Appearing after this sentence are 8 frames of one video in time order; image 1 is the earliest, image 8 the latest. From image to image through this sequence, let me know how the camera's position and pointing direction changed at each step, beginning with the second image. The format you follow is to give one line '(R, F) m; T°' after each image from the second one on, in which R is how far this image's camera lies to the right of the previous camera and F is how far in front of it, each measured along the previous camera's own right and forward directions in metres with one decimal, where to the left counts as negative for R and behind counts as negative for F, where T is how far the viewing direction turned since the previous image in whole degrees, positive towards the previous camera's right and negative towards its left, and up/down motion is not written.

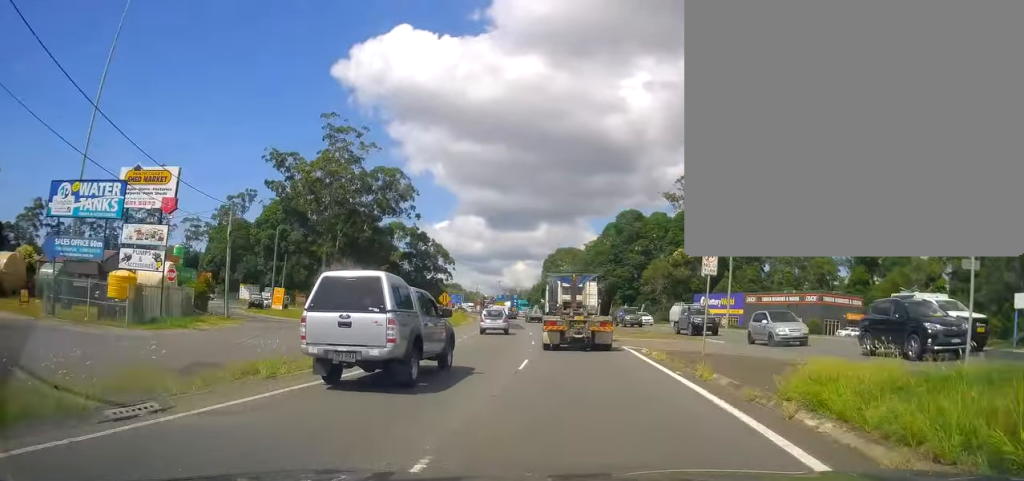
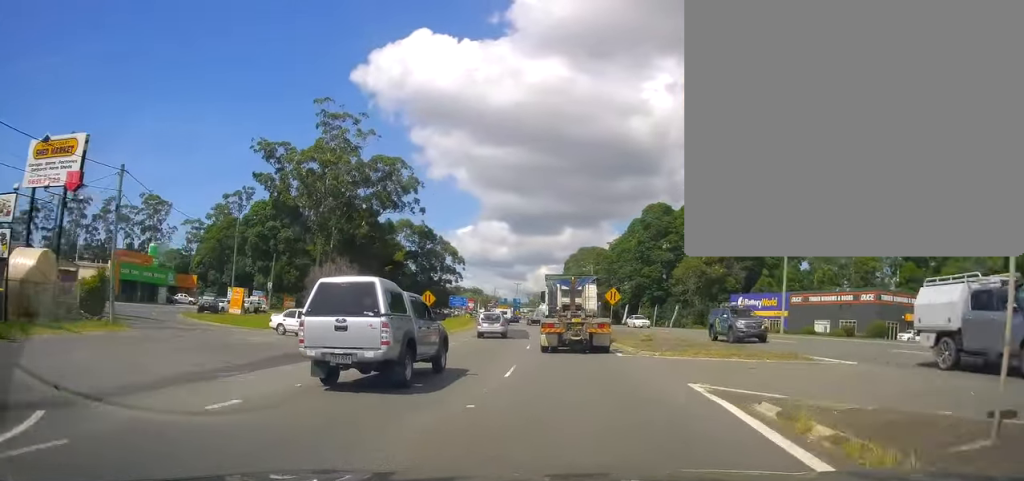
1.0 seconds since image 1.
(-0.4, +12.7) m; -1°
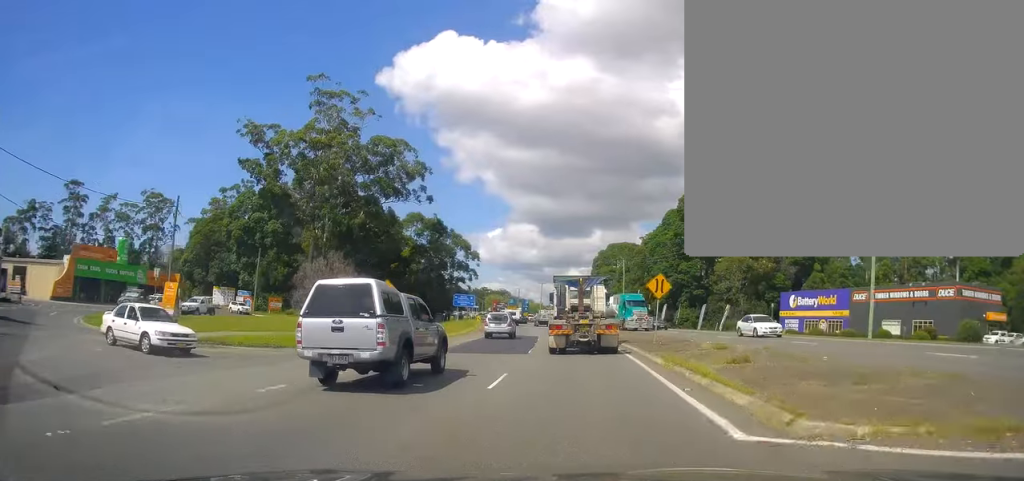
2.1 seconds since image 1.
(+0.1, +14.0) m; -2°
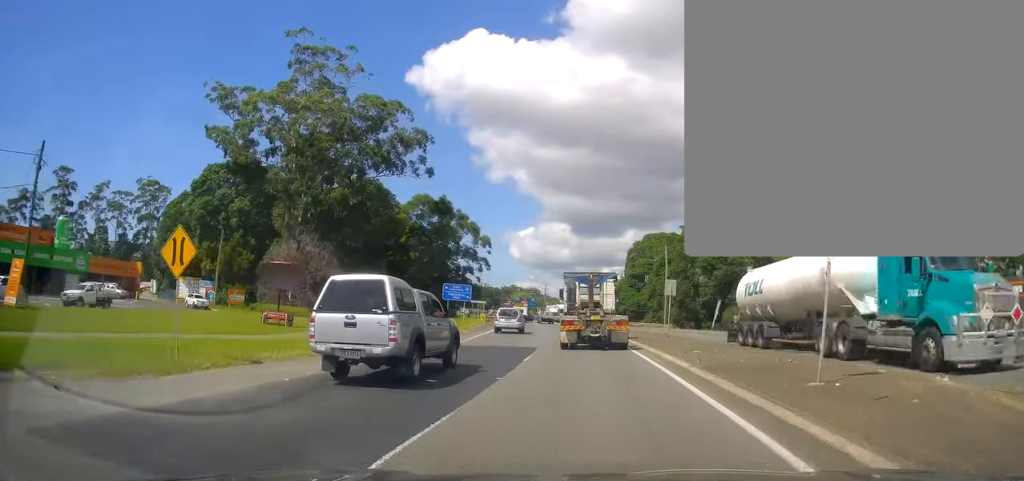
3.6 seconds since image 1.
(-1.0, +18.5) m; -4°
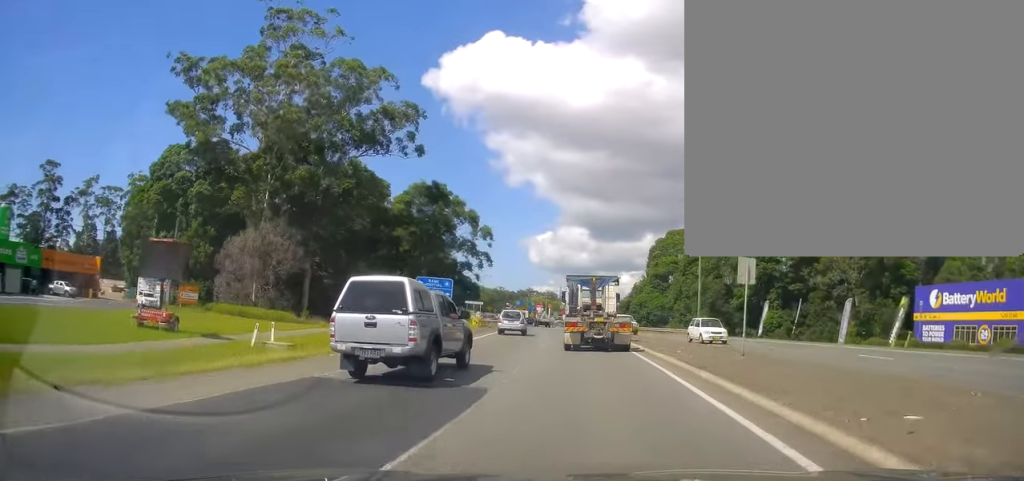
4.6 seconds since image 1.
(+0.1, +13.3) m; -2°
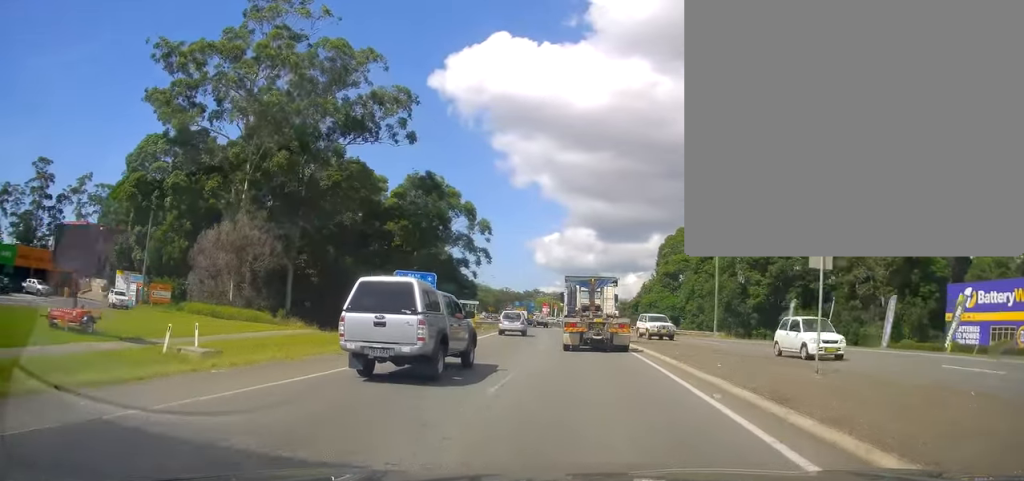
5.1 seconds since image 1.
(-0.2, +5.9) m; 0°
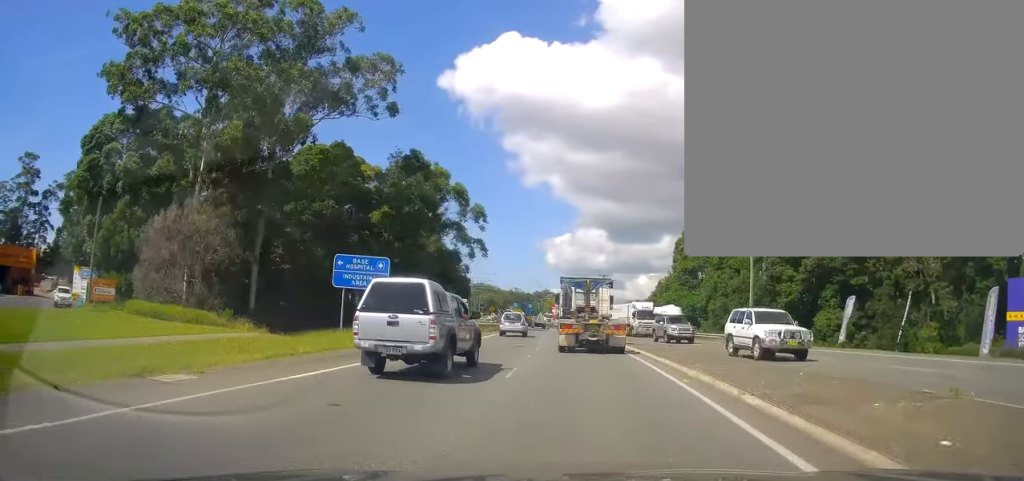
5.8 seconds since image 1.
(-0.2, +9.7) m; -1°
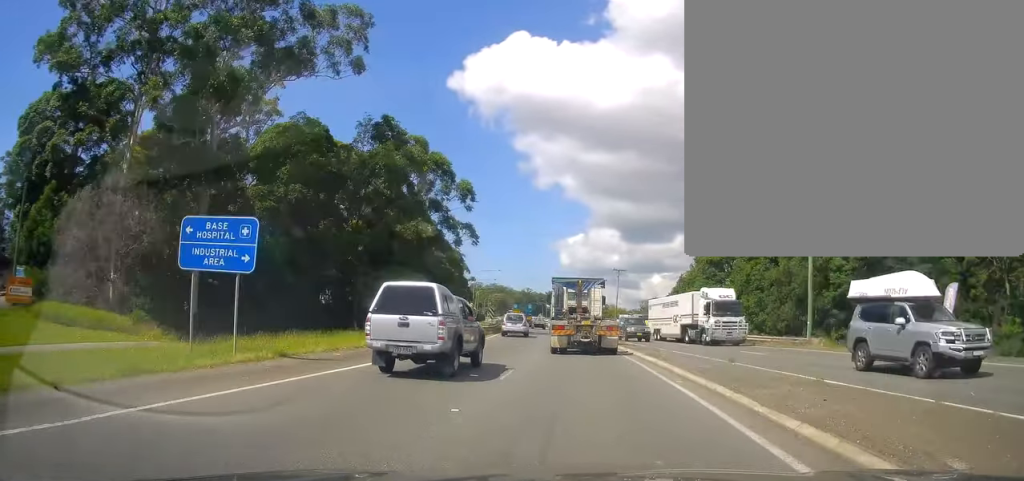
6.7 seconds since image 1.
(+0.3, +11.4) m; -1°
